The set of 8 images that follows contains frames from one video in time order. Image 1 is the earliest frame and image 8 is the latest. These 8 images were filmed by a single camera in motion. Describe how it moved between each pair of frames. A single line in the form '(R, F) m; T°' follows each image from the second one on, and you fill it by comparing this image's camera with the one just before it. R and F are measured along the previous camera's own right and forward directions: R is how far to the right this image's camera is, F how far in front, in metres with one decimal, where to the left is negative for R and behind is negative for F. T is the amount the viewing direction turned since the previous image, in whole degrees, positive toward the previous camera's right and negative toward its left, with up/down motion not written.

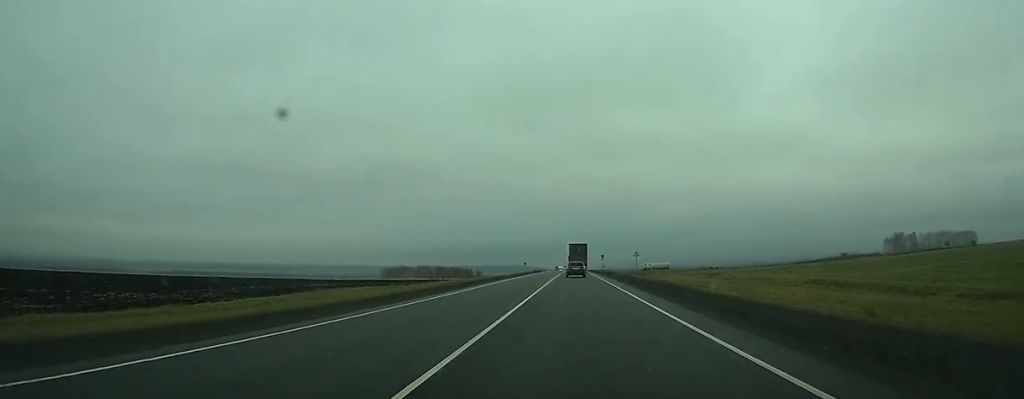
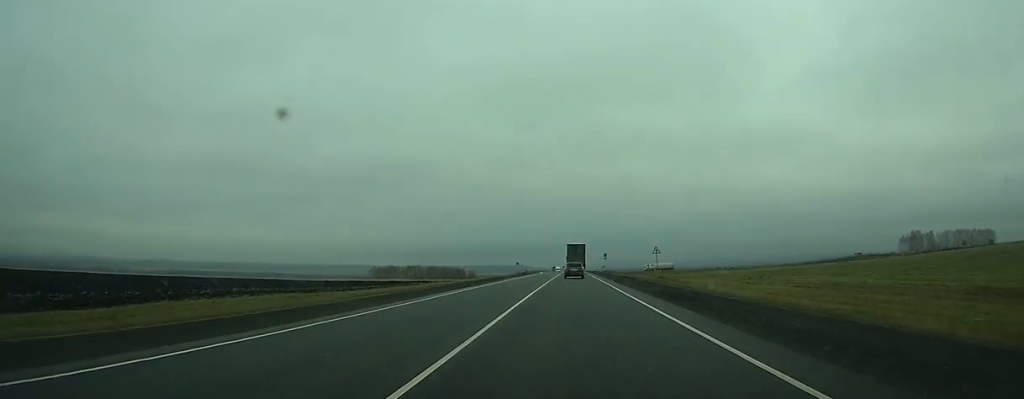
(0.0, +21.6) m; 0°
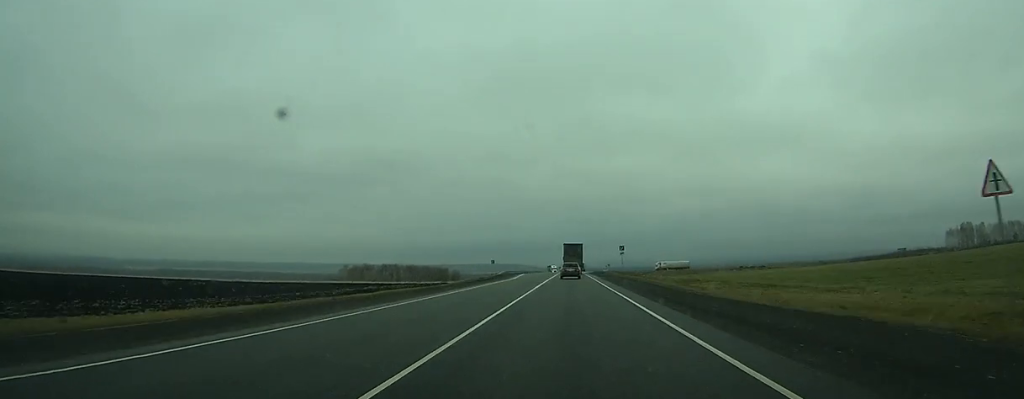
(+0.1, +49.5) m; 0°
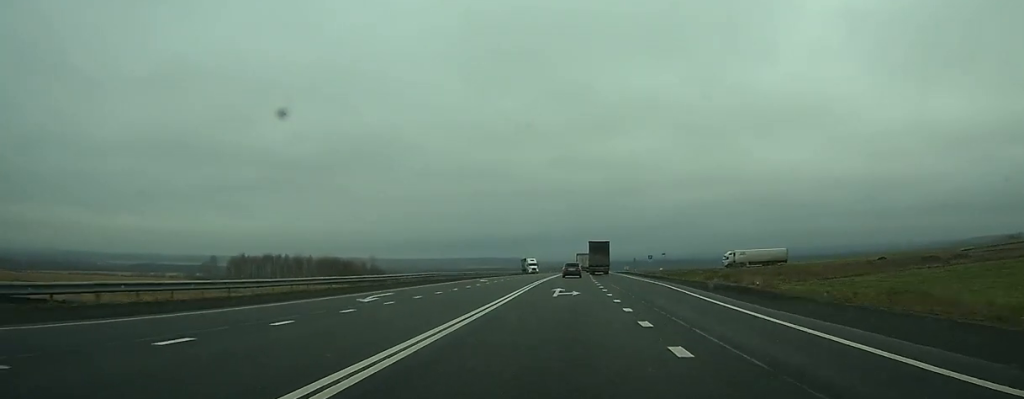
(+0.4, +142.7) m; +1°
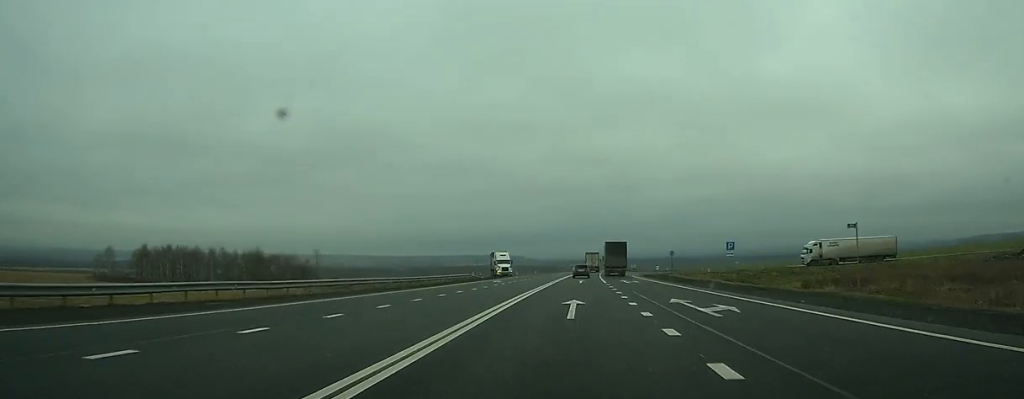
(+0.3, +59.7) m; 0°
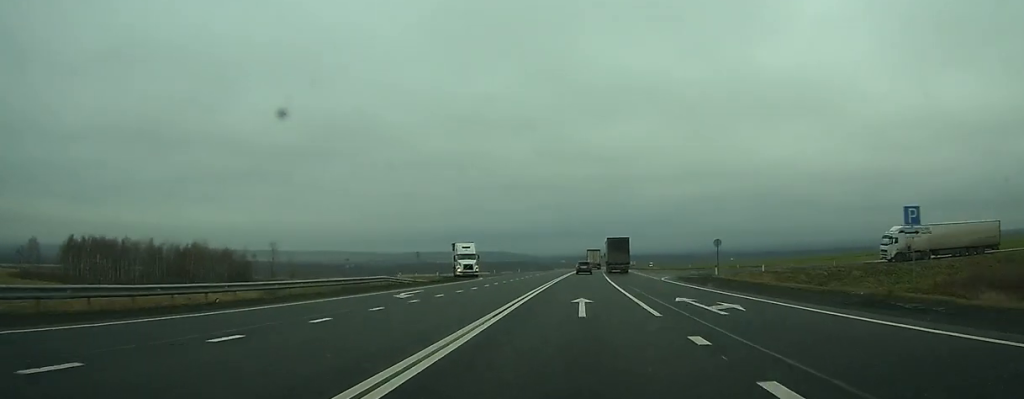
(0.0, +29.8) m; +1°
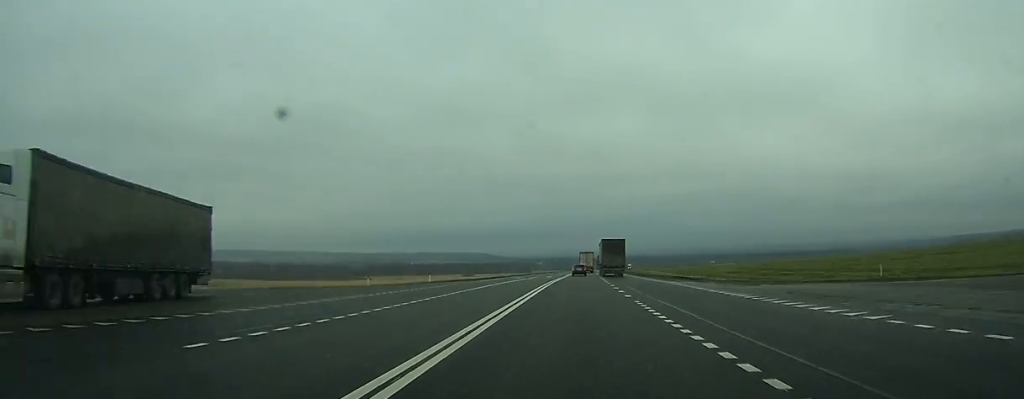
(+0.8, +61.3) m; +2°
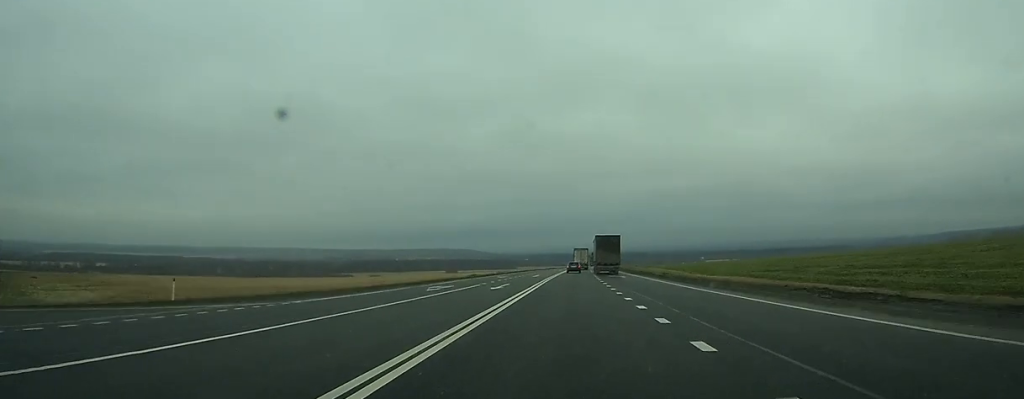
(+0.5, +38.6) m; +1°
